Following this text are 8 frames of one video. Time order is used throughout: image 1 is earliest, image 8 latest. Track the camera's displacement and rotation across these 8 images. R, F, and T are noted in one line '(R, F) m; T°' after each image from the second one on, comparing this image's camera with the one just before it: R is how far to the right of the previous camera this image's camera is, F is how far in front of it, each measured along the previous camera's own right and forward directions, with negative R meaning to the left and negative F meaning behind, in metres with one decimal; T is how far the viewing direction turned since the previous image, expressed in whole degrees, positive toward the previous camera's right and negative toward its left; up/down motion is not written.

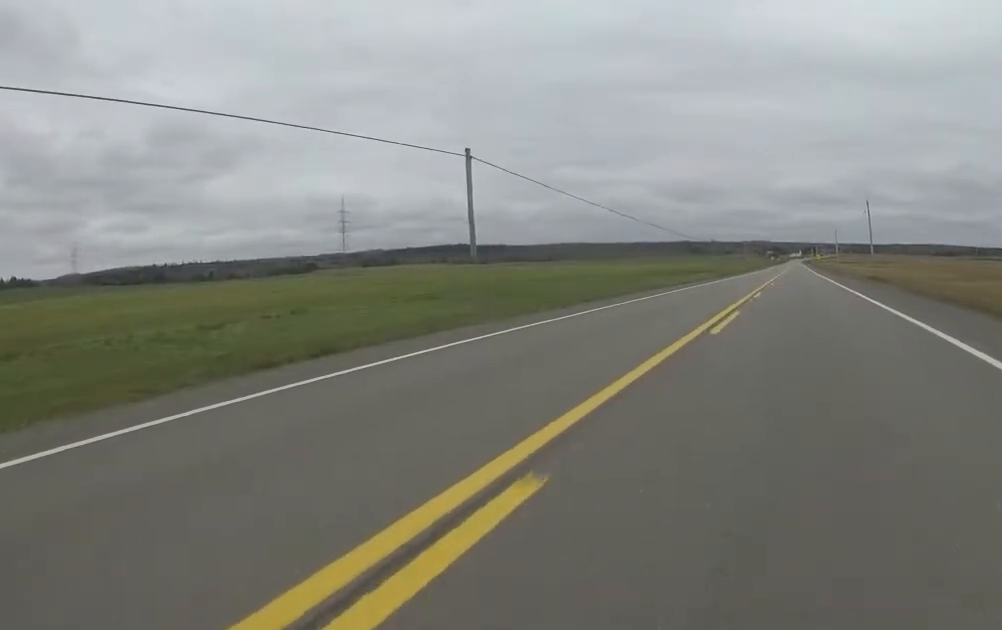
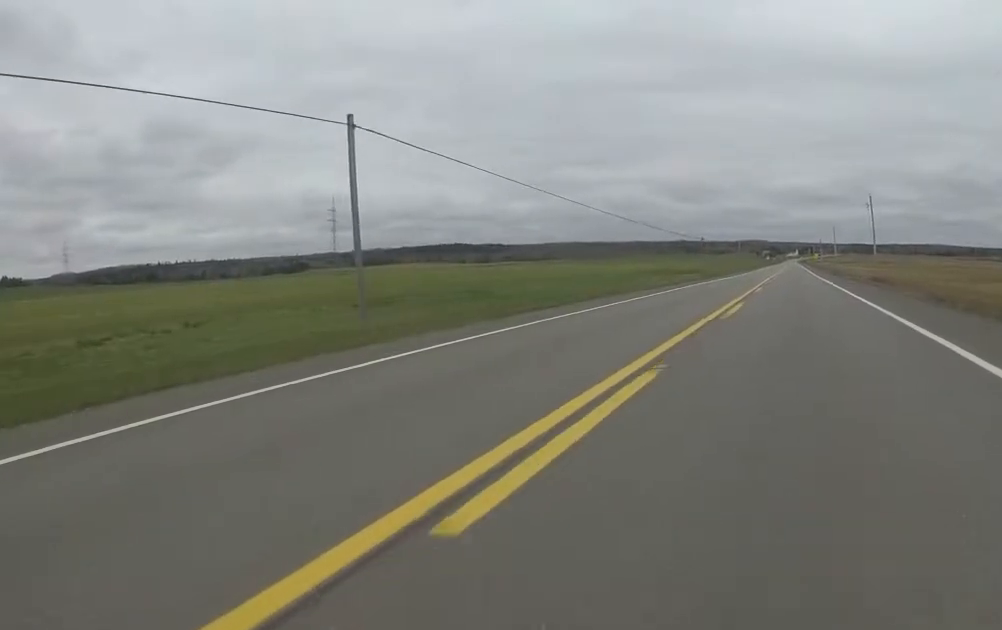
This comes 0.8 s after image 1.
(-0.5, +5.7) m; -3°
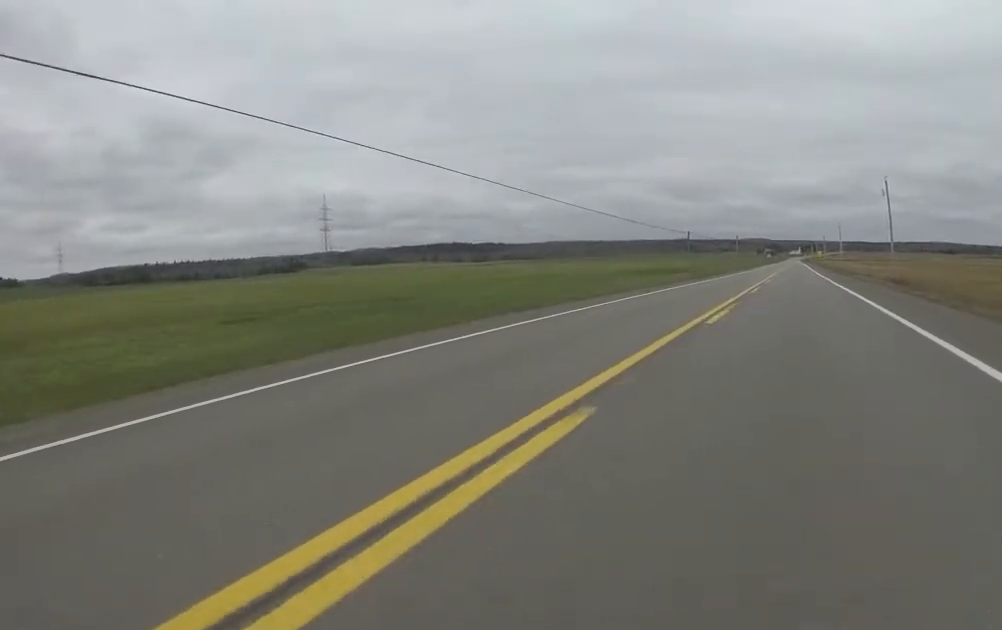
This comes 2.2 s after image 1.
(+0.2, +10.3) m; 0°
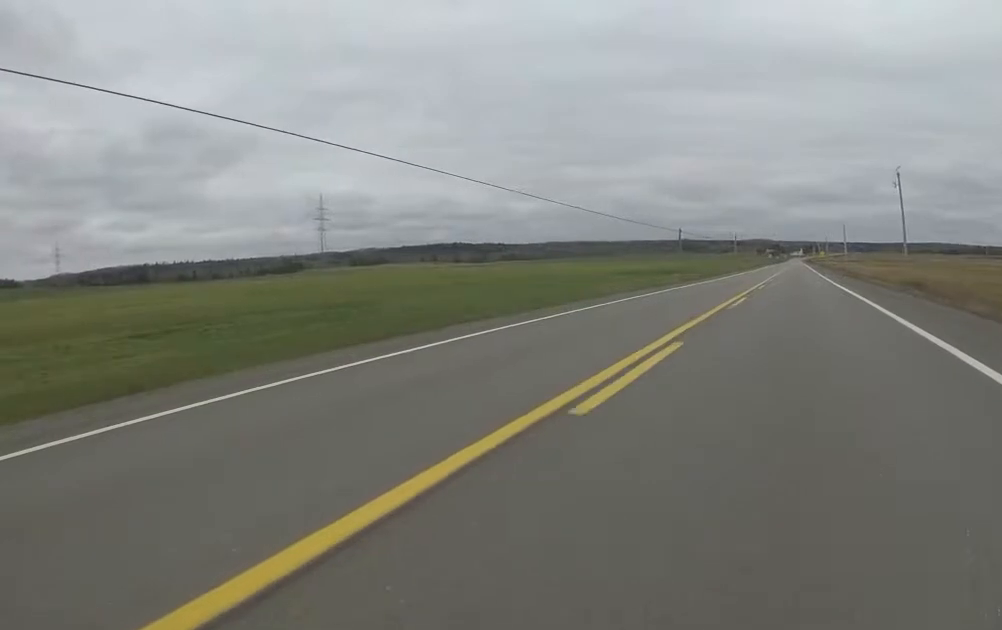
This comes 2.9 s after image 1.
(-0.1, +5.5) m; 0°
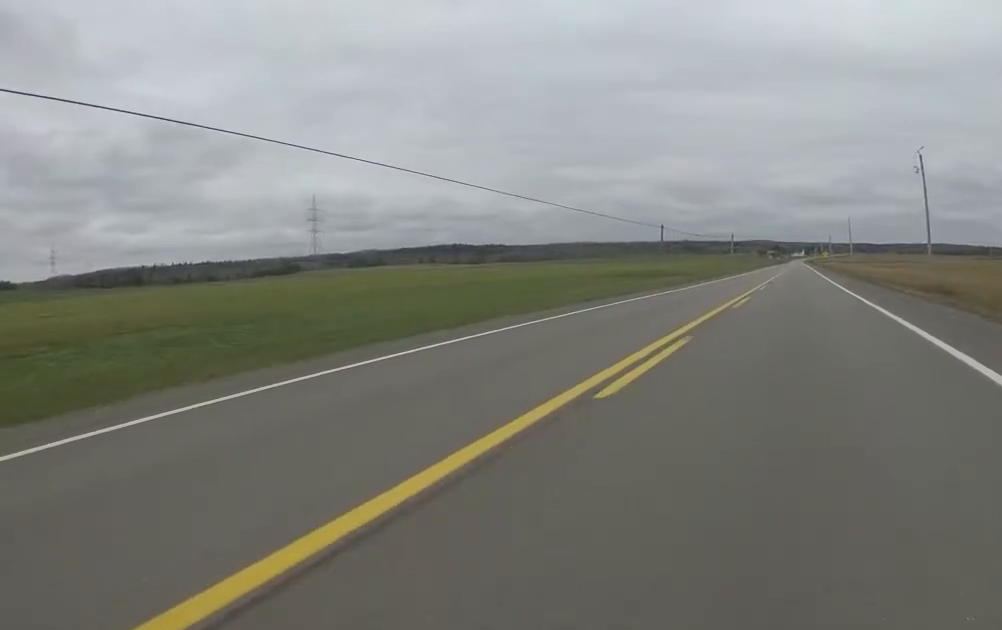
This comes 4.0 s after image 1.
(+0.1, +8.5) m; +2°
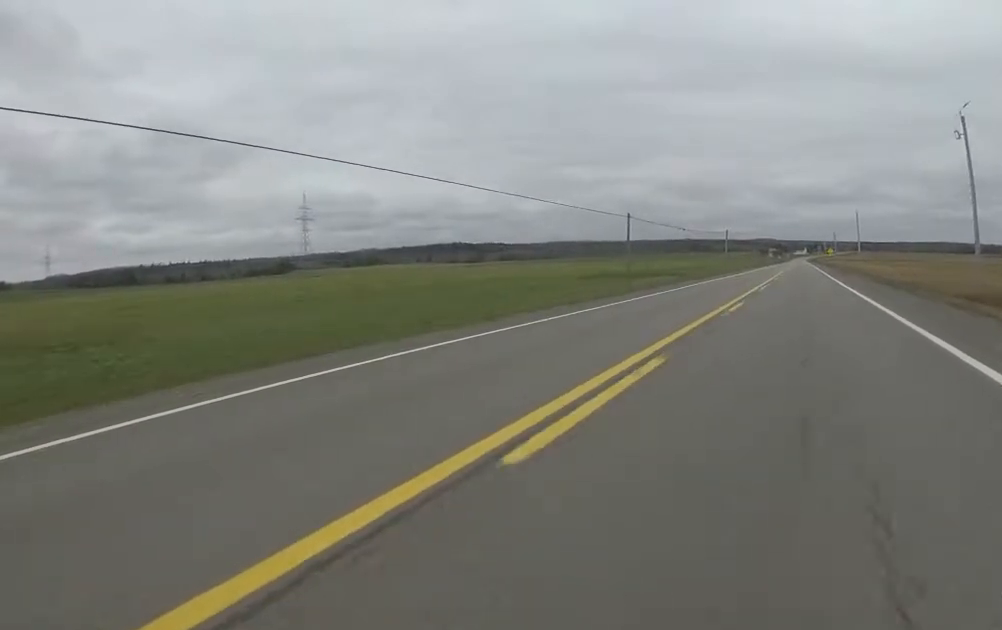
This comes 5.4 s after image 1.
(+0.2, +10.9) m; 0°
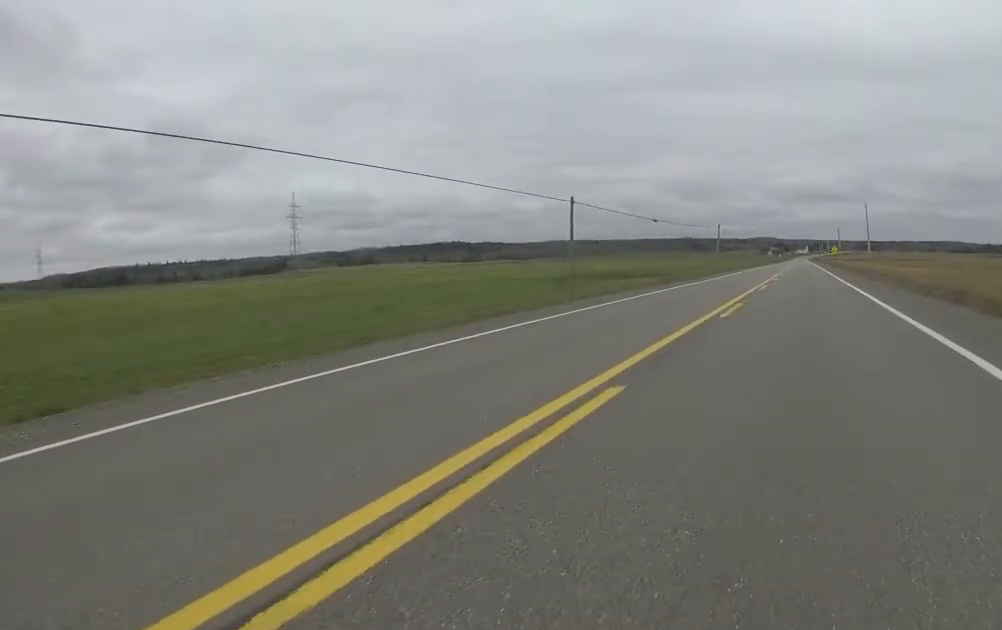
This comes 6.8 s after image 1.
(-0.2, +10.6) m; -1°
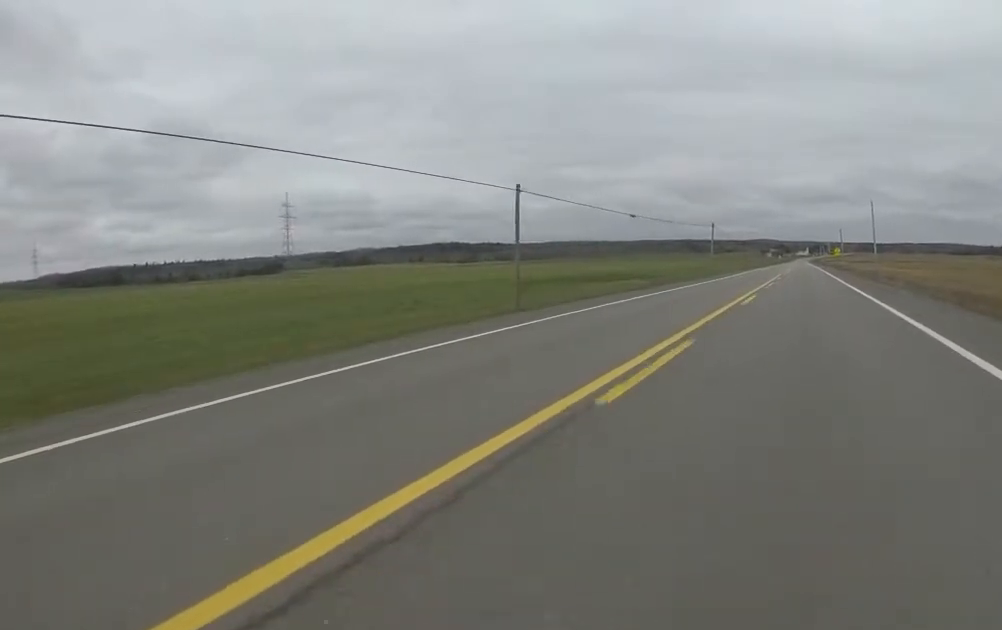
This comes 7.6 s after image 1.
(0.0, +6.1) m; +3°
